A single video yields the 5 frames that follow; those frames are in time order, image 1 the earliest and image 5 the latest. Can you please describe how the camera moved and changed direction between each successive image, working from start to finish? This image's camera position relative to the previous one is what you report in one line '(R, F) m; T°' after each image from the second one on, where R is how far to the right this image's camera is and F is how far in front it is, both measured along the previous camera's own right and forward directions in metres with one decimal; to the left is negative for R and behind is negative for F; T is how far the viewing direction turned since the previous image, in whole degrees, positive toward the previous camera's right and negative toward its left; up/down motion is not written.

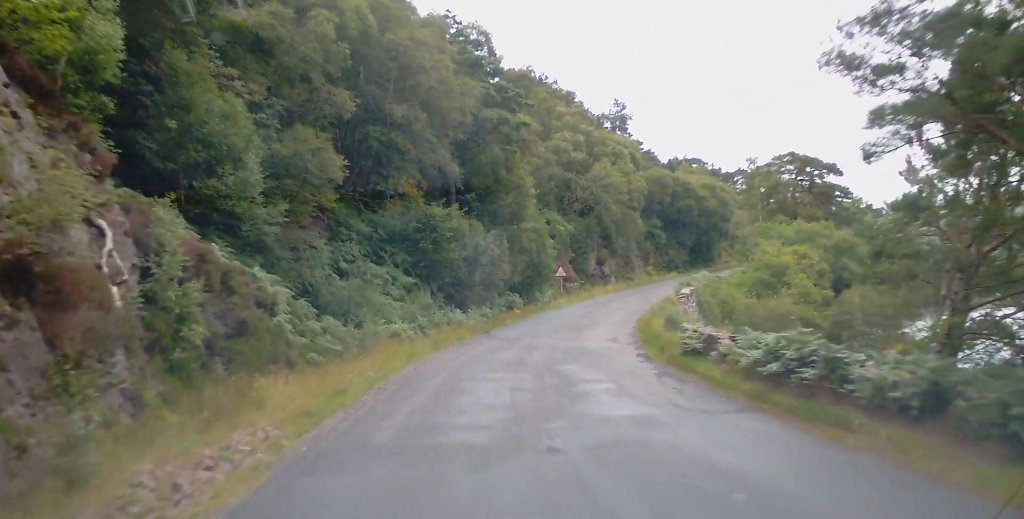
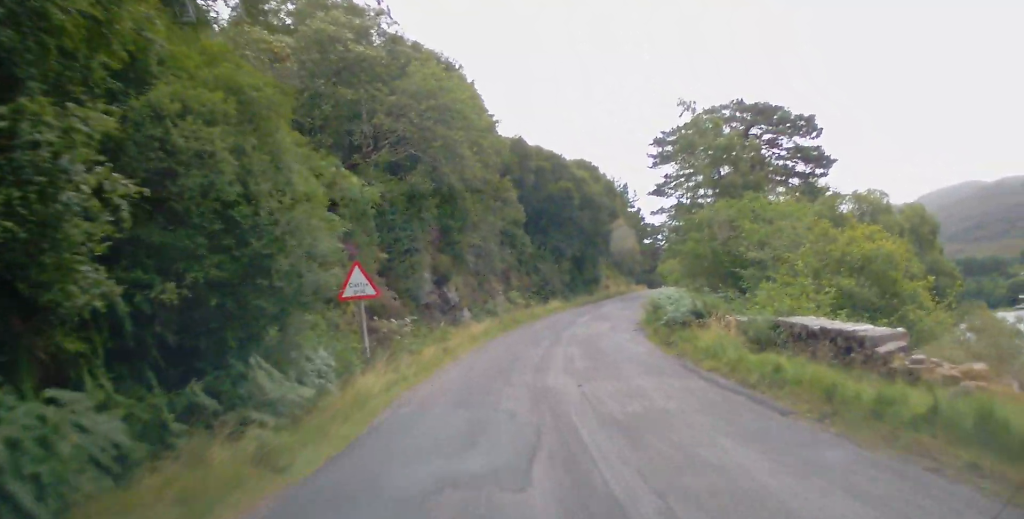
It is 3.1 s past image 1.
(+3.5, +33.9) m; +16°
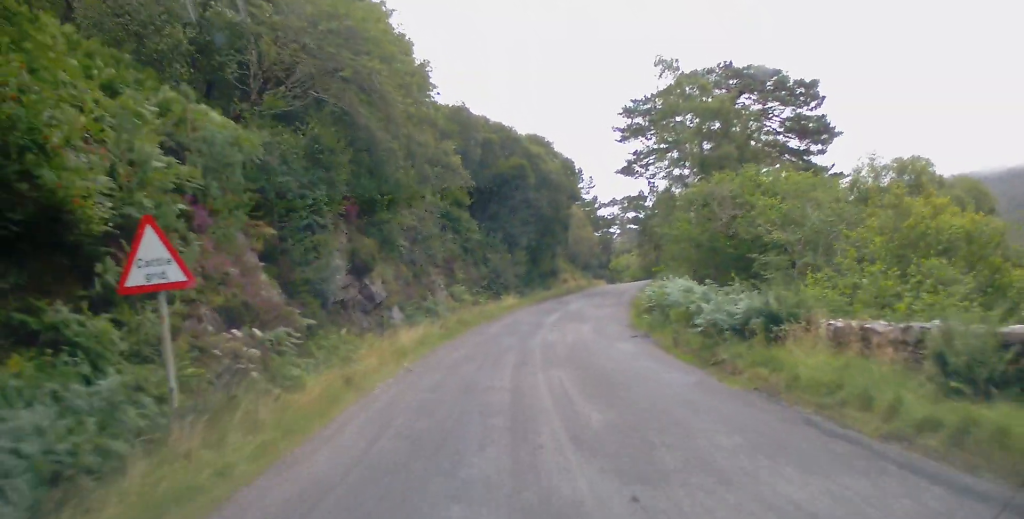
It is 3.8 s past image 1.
(+0.3, +8.0) m; +2°
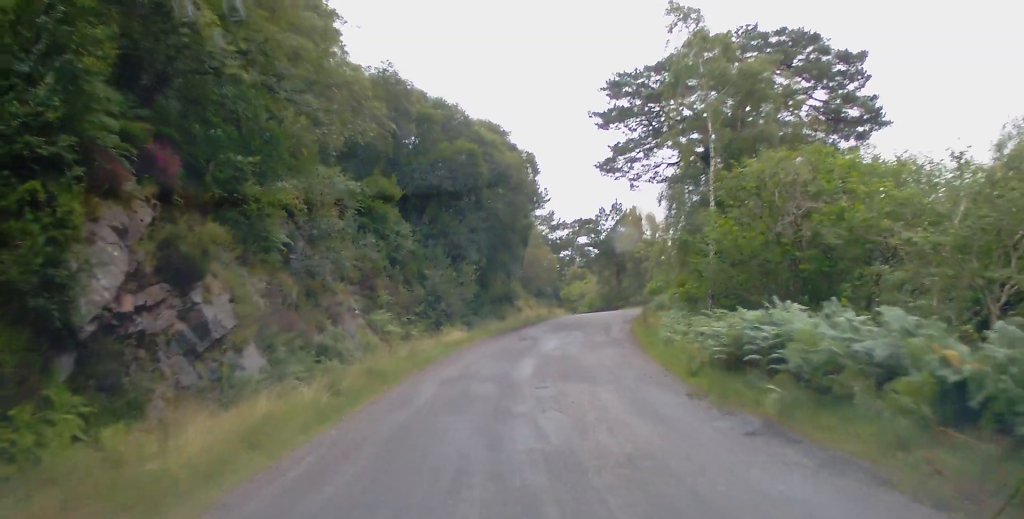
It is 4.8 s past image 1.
(0.0, +11.1) m; +2°
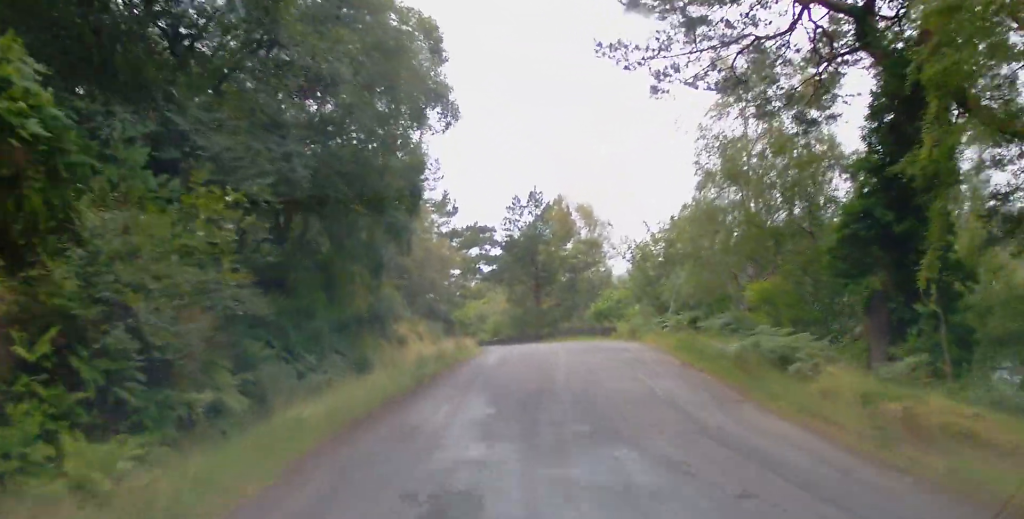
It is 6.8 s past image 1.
(+1.7, +21.5) m; +10°
